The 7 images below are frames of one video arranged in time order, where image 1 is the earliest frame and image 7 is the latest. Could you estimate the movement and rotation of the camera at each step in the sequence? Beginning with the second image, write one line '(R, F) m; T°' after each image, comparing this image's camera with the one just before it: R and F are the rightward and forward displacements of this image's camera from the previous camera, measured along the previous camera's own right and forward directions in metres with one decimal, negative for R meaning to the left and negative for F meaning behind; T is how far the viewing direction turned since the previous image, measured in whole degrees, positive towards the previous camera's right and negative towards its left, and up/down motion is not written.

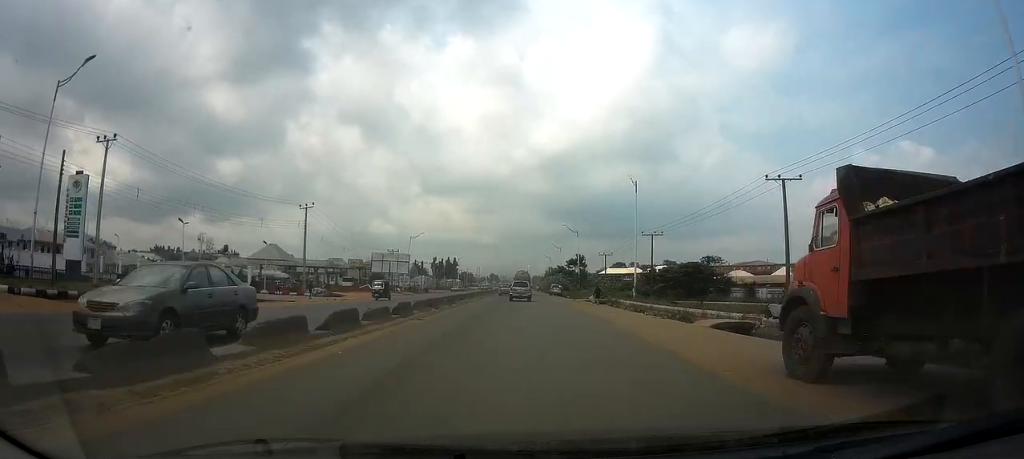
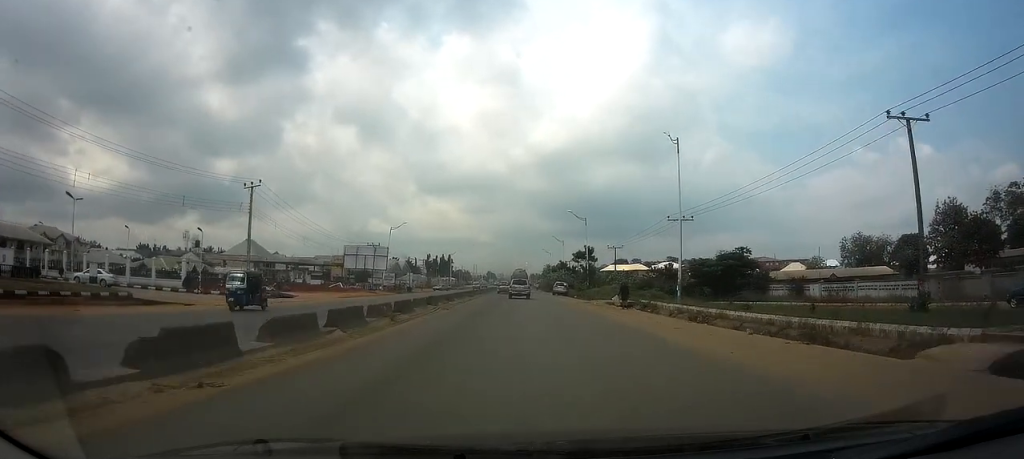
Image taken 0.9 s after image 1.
(+0.1, +13.6) m; 0°
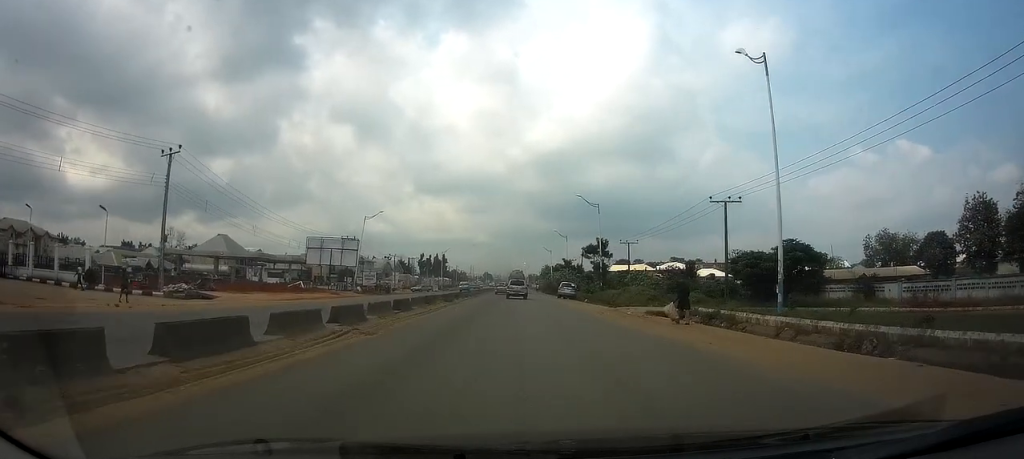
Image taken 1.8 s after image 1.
(0.0, +14.2) m; 0°
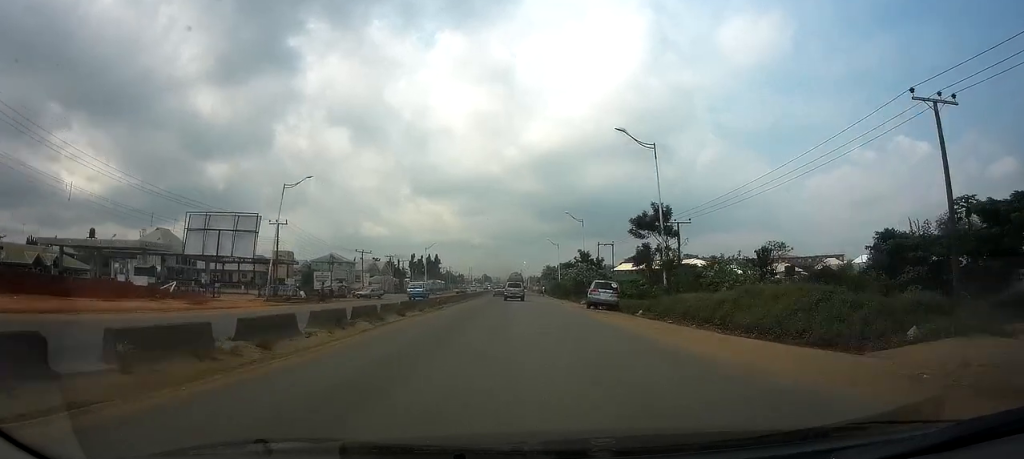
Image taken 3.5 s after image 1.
(0.0, +26.0) m; 0°
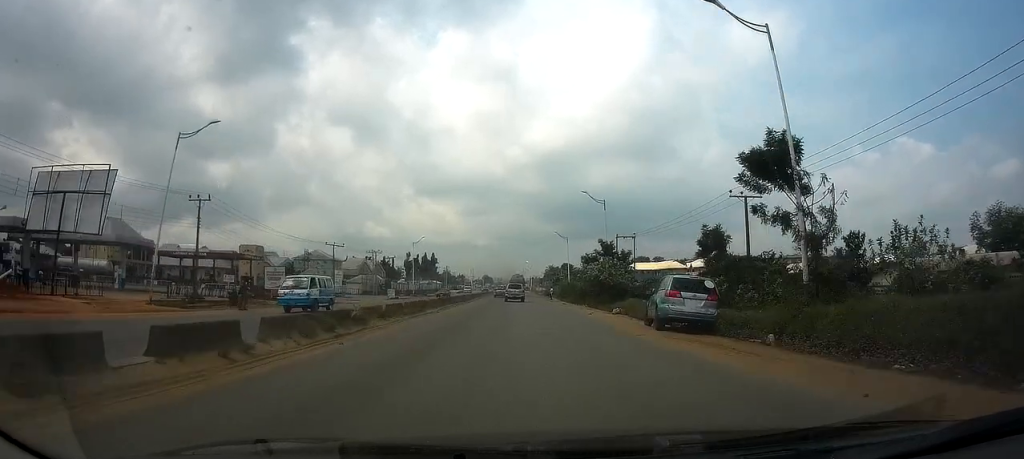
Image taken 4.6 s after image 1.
(+0.1, +17.4) m; 0°
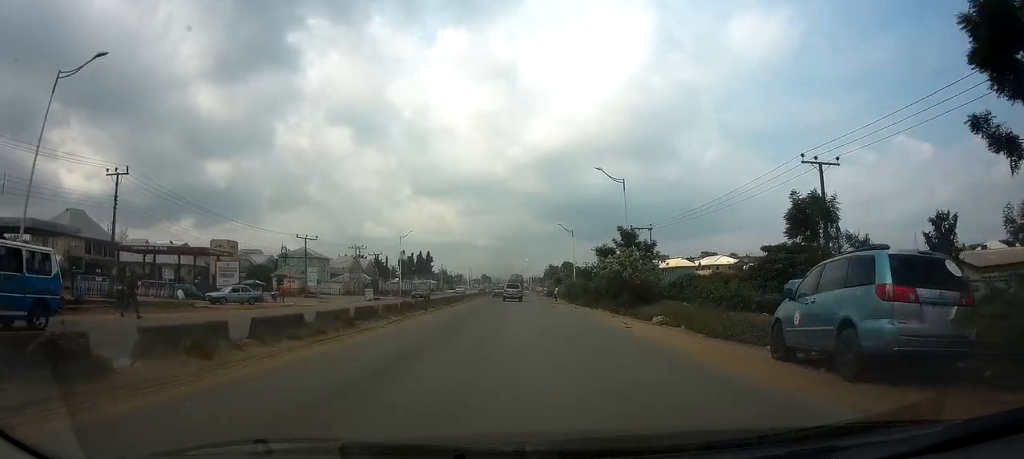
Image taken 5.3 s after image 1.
(0.0, +10.7) m; 0°
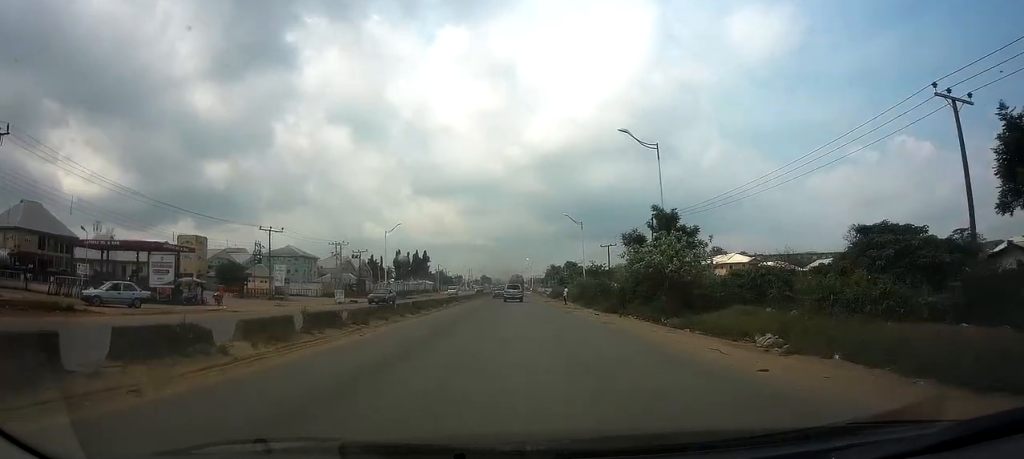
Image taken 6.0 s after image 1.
(-0.1, +11.7) m; 0°
